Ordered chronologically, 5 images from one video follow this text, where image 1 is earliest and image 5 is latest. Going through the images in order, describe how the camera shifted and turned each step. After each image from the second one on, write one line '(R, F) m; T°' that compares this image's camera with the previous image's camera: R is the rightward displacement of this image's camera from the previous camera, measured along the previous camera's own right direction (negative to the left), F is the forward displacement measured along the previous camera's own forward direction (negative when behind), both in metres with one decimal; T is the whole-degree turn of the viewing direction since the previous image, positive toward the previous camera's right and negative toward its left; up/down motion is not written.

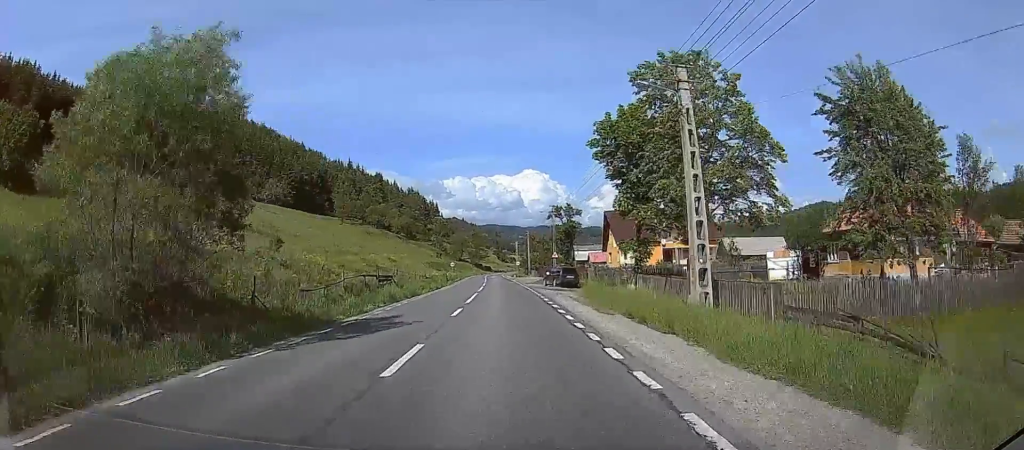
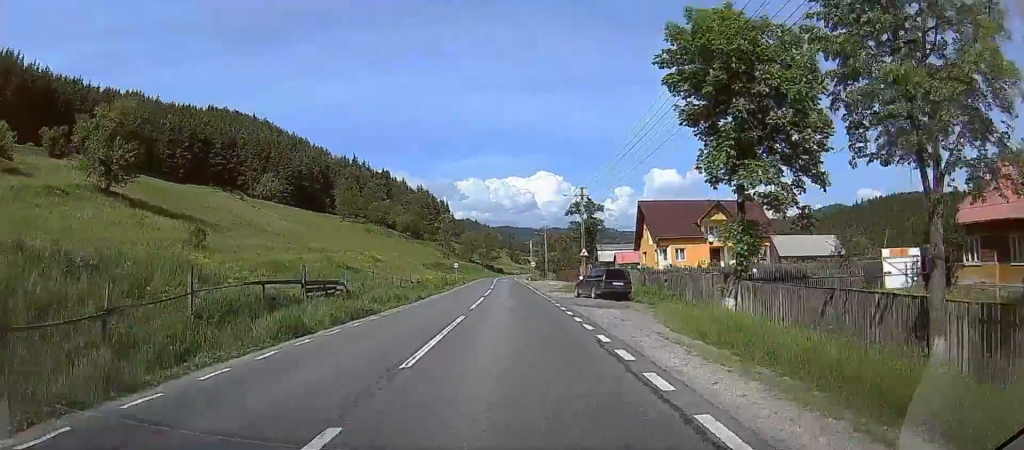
(-0.4, +14.2) m; 0°
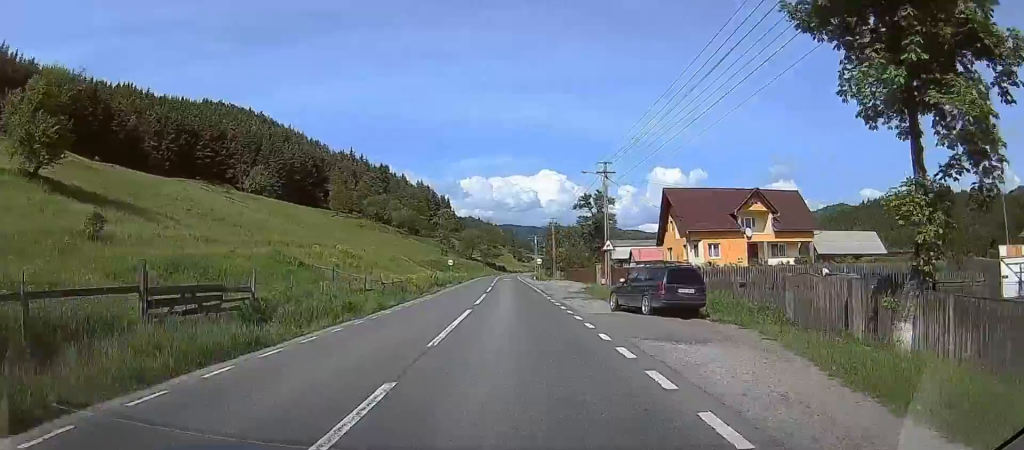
(-0.2, +10.0) m; +2°
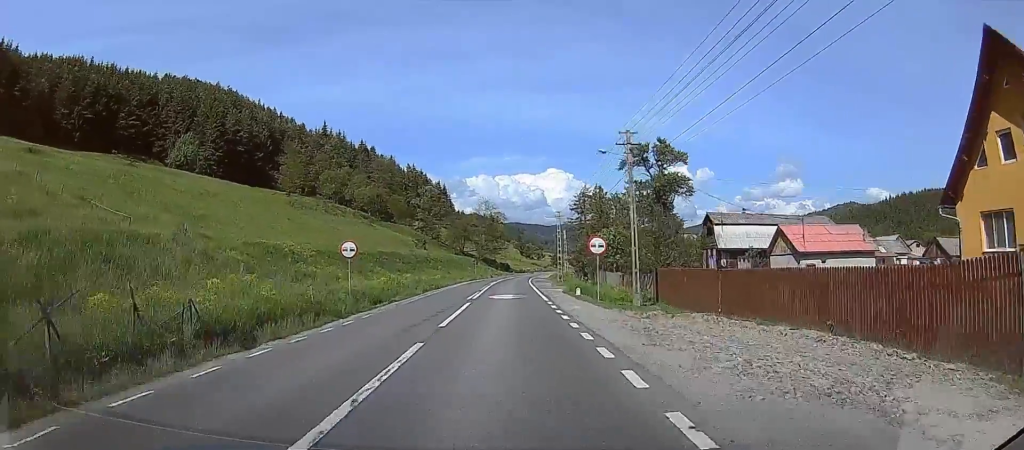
(+0.1, +44.4) m; -2°
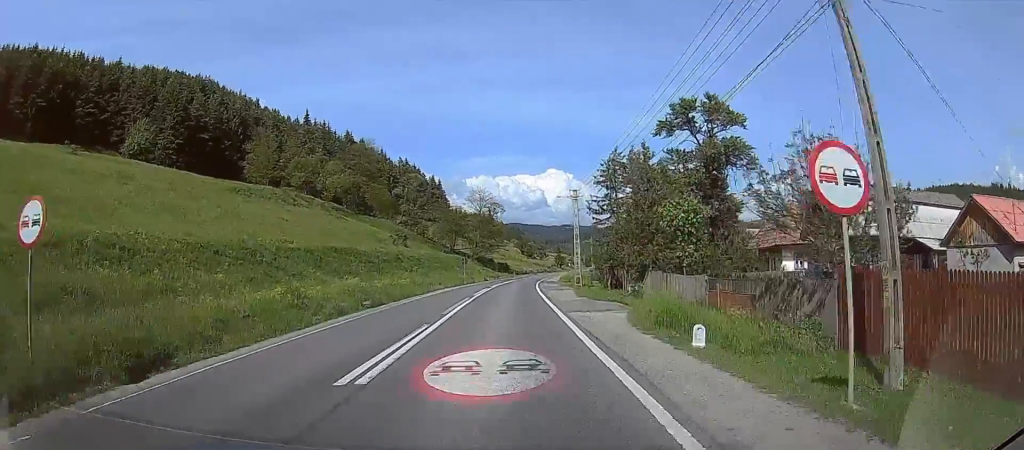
(0.0, +18.5) m; 0°
